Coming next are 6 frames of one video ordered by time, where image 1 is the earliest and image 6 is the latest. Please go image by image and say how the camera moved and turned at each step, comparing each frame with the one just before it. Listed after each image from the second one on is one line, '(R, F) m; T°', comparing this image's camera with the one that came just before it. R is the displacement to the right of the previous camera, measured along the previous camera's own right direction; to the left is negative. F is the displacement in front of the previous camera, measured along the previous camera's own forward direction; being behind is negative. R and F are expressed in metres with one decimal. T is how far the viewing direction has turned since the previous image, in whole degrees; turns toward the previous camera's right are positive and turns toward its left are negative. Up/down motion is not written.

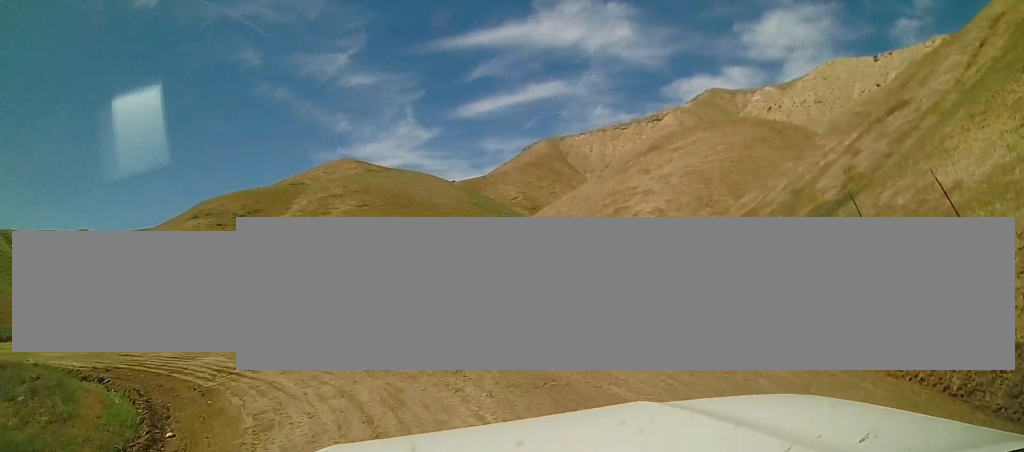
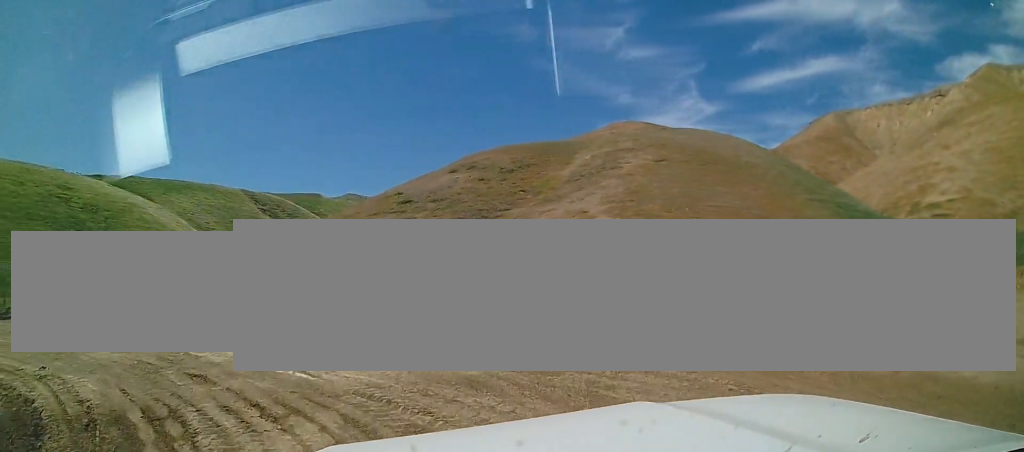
(-2.4, +10.4) m; -35°
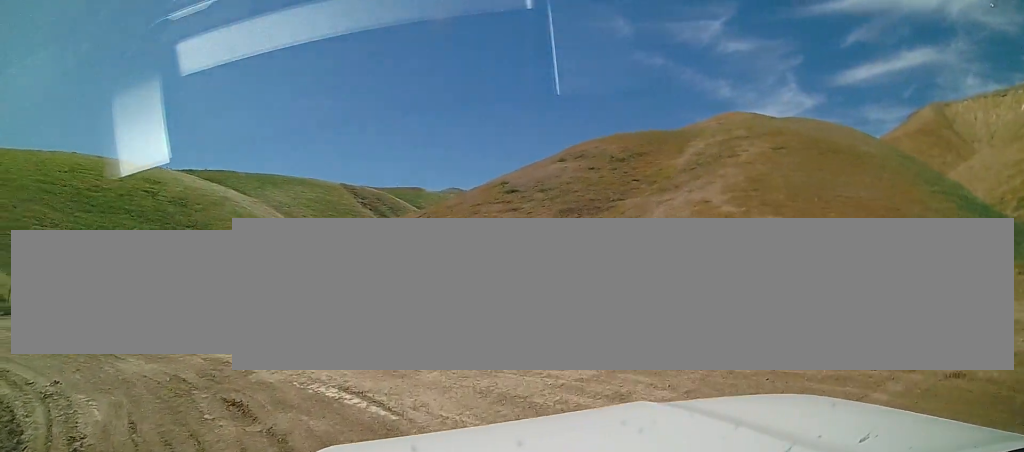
(-0.5, +2.7) m; -8°
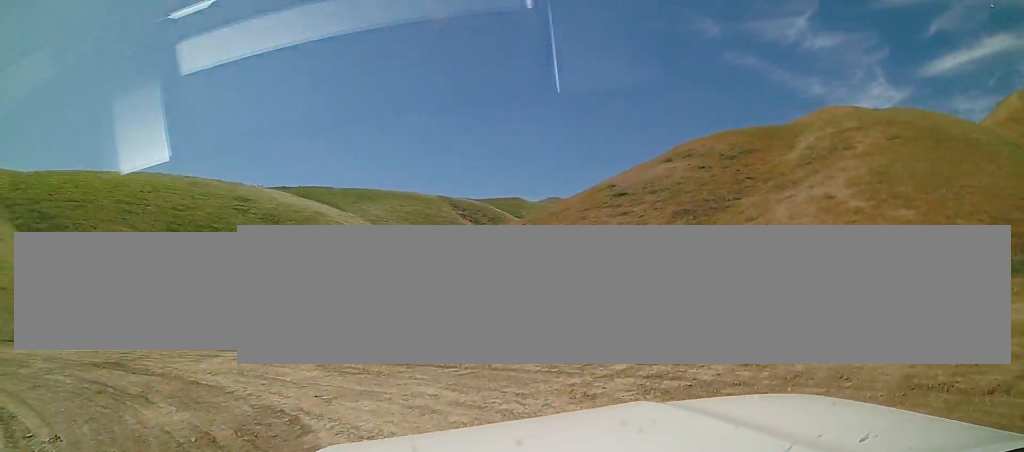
(-0.2, +2.7) m; -9°
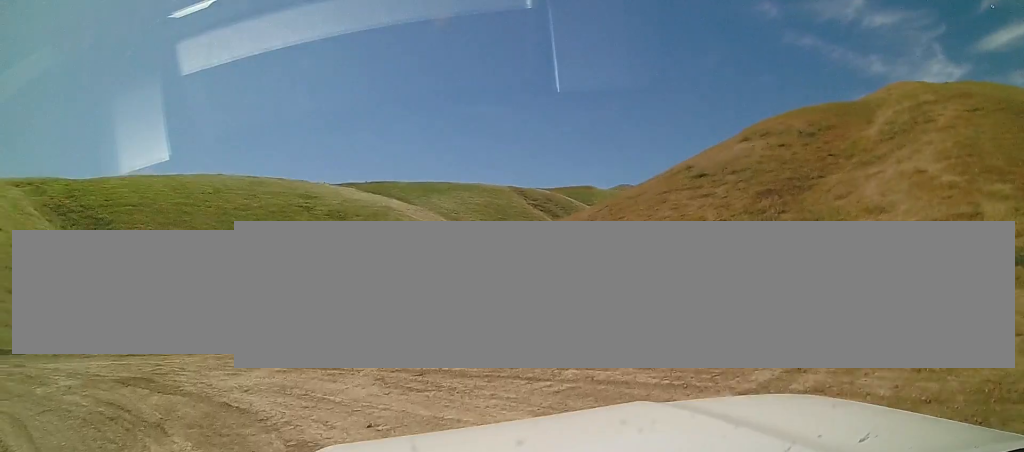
(+0.1, +1.7) m; -7°
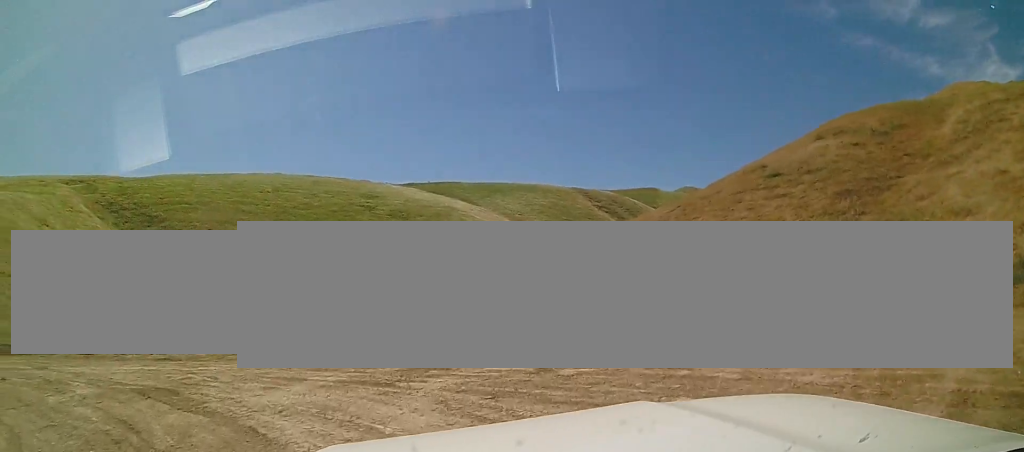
(-0.1, +1.3) m; -10°
